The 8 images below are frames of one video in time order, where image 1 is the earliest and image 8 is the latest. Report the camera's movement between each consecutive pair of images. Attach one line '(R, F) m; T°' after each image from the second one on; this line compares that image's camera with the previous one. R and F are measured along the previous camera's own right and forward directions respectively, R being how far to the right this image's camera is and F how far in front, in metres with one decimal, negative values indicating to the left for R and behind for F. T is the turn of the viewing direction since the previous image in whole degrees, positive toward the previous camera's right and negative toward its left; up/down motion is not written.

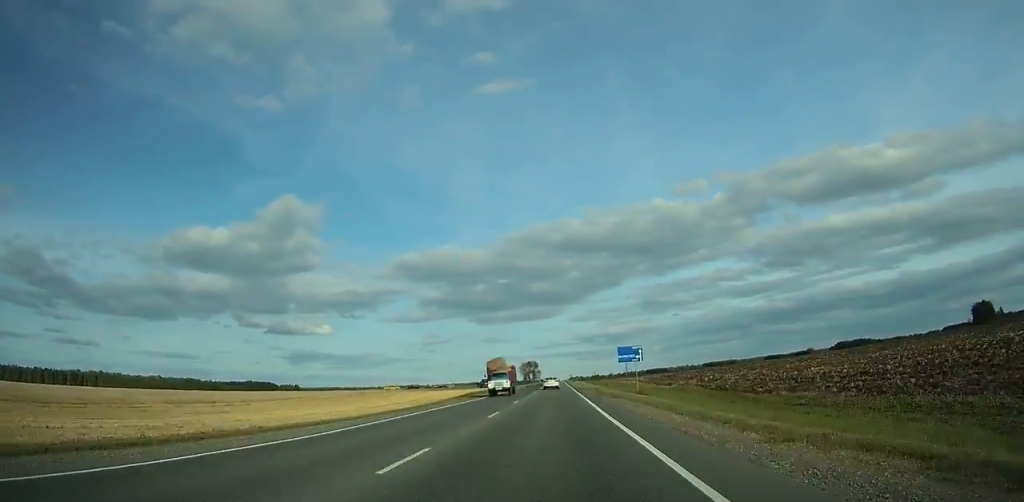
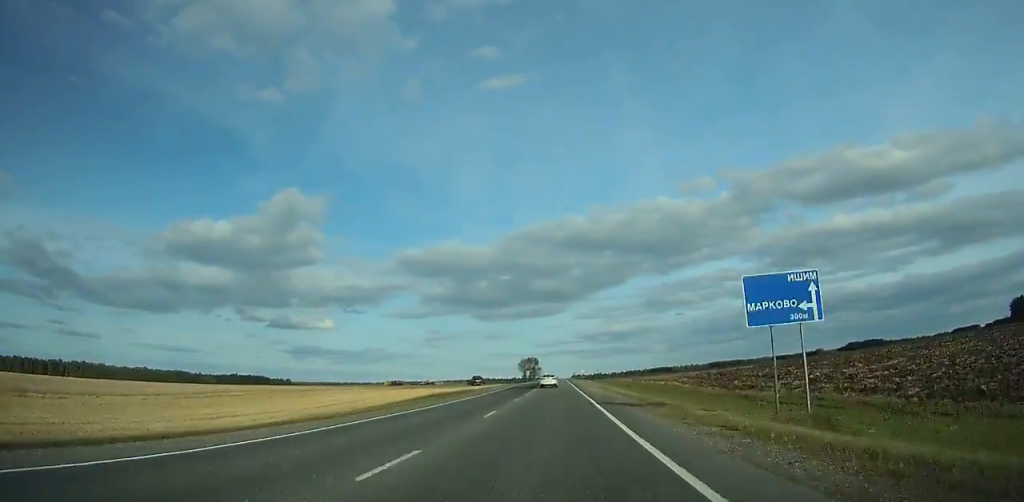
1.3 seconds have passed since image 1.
(+0.1, +36.9) m; 0°
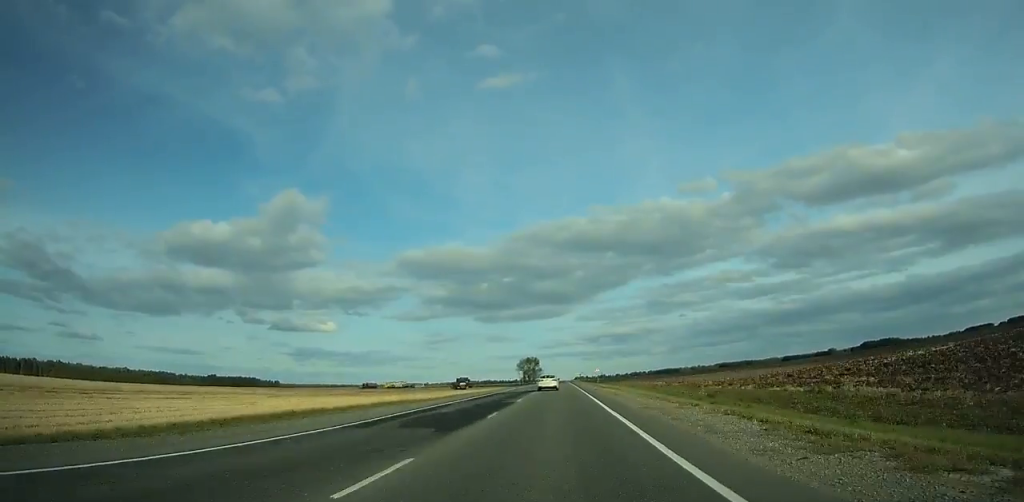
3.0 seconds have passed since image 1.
(-0.1, +47.6) m; 0°
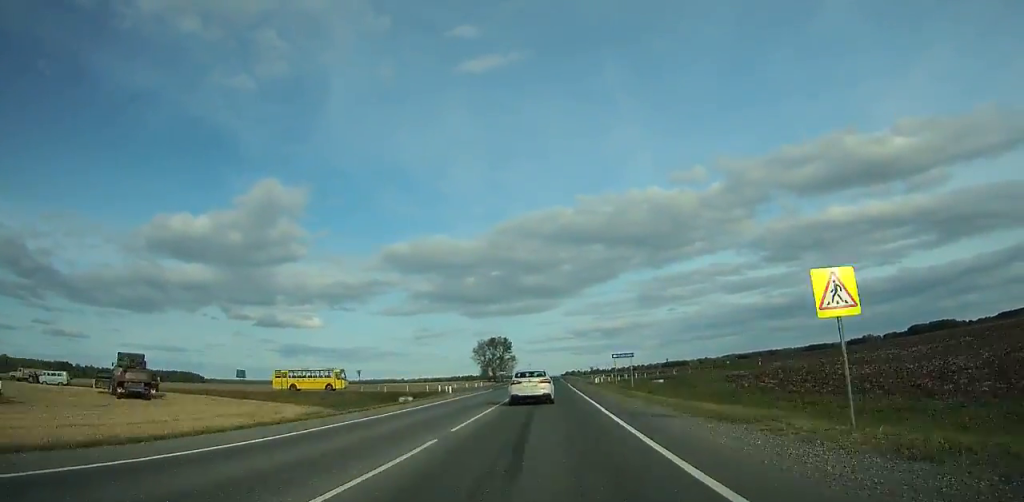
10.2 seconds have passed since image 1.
(-0.1, +193.5) m; 0°
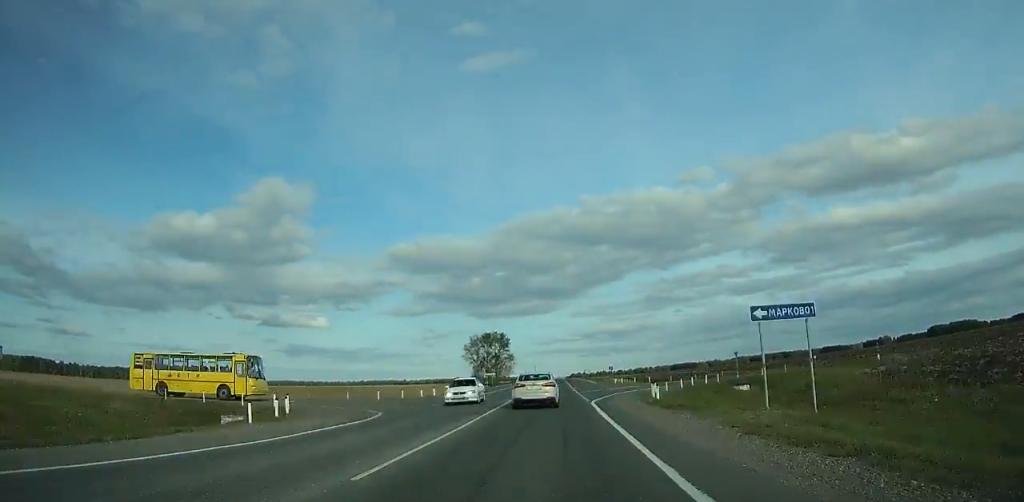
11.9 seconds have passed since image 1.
(+0.1, +42.7) m; 0°
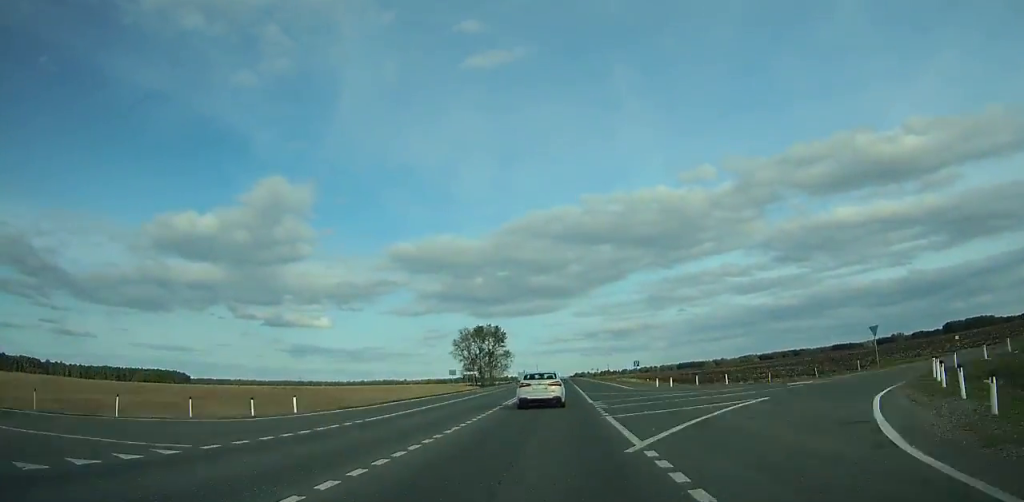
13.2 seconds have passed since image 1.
(+0.2, +32.3) m; 0°
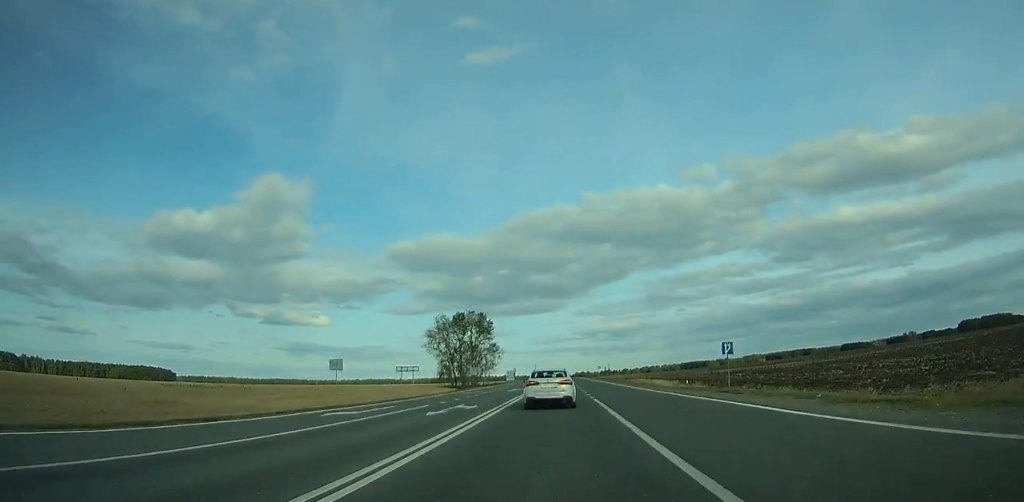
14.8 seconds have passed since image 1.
(-0.1, +39.1) m; 0°
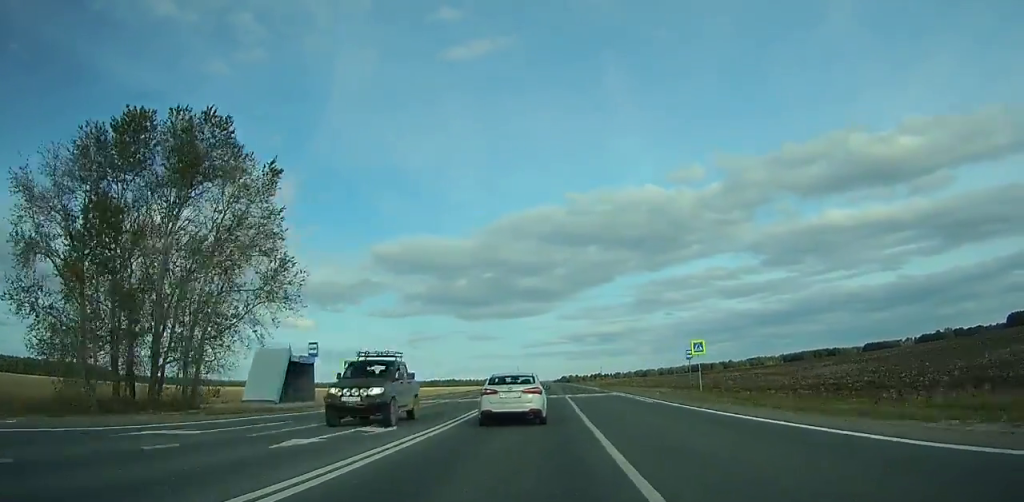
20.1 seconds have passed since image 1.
(+0.2, +130.1) m; +1°
